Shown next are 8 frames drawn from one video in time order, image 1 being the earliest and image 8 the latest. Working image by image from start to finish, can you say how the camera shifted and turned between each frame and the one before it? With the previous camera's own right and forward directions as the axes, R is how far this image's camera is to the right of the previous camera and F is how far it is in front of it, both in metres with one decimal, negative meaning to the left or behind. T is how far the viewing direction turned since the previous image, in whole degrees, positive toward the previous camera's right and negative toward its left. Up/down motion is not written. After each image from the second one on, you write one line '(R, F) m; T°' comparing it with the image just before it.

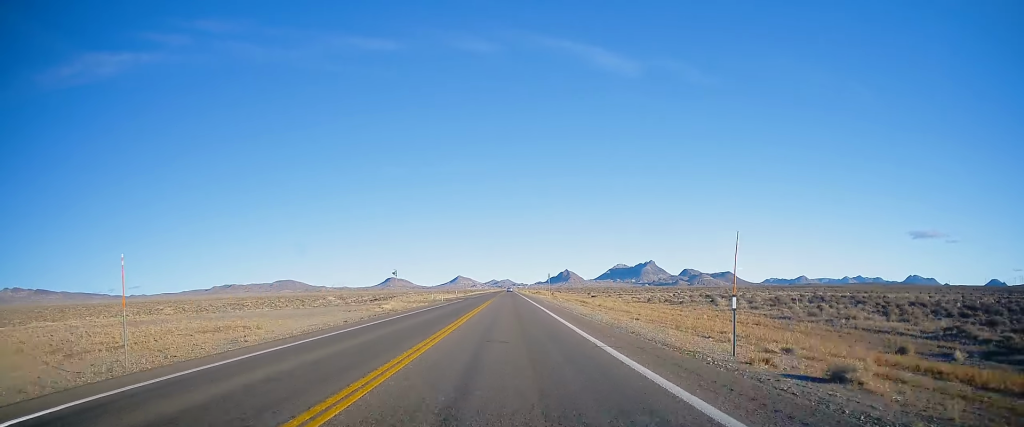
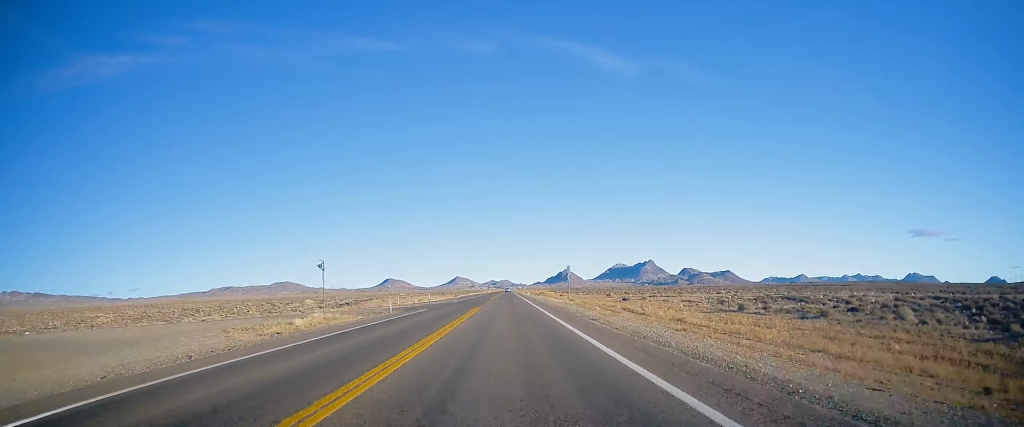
(+0.4, +28.8) m; 0°
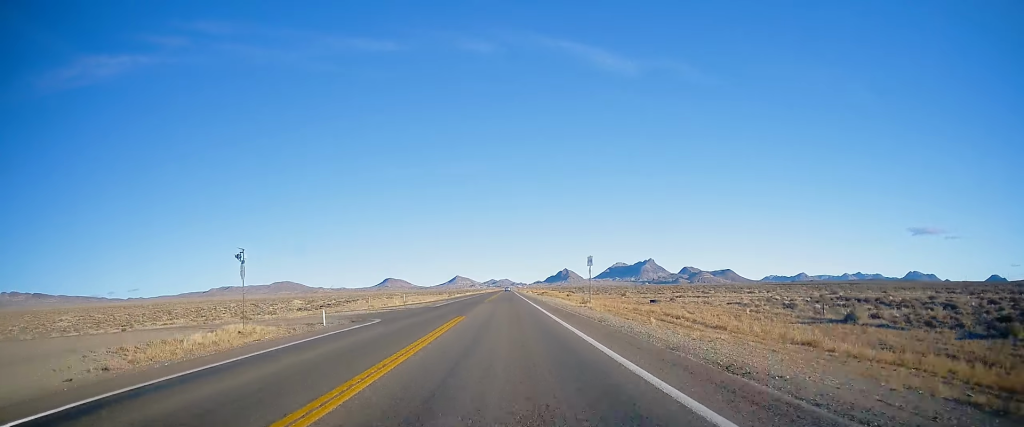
(-0.2, +14.5) m; 0°
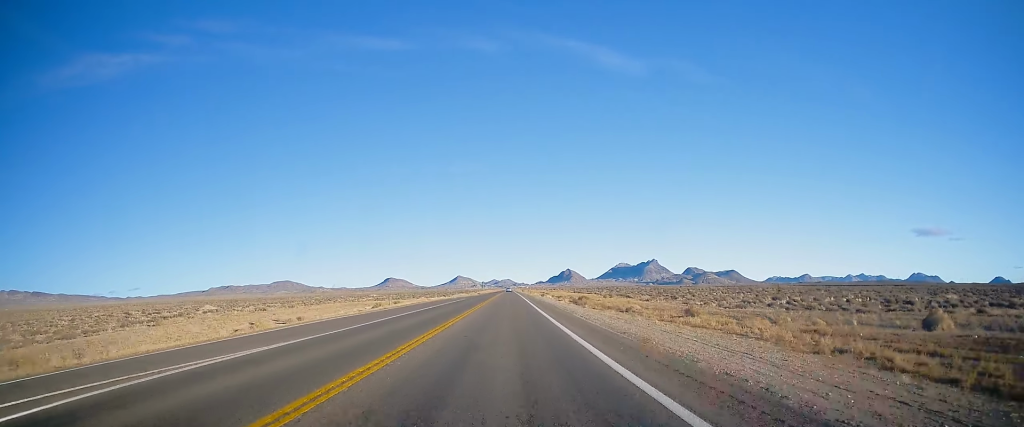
(-0.2, +71.9) m; 0°
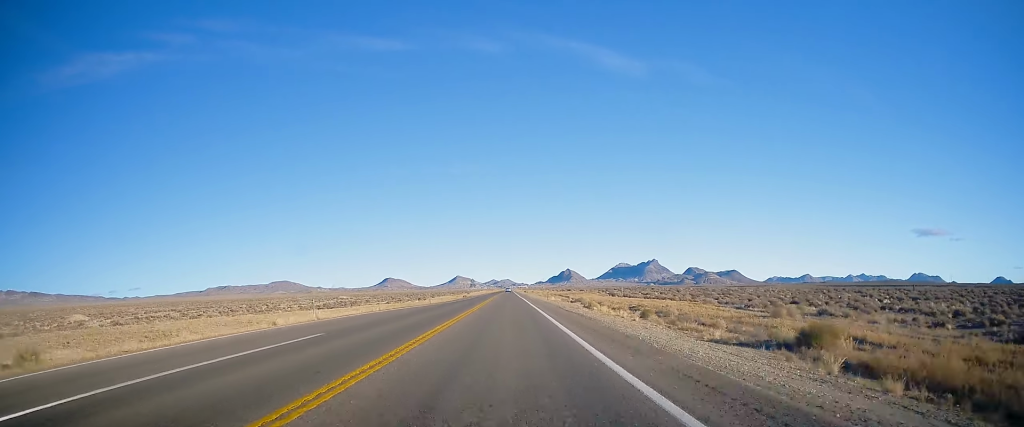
(-0.5, +55.5) m; -1°
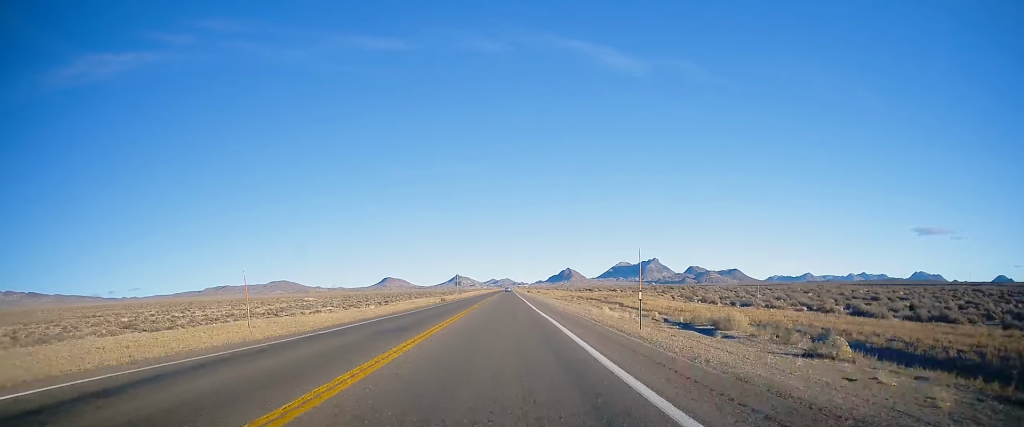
(+0.4, +43.4) m; +1°
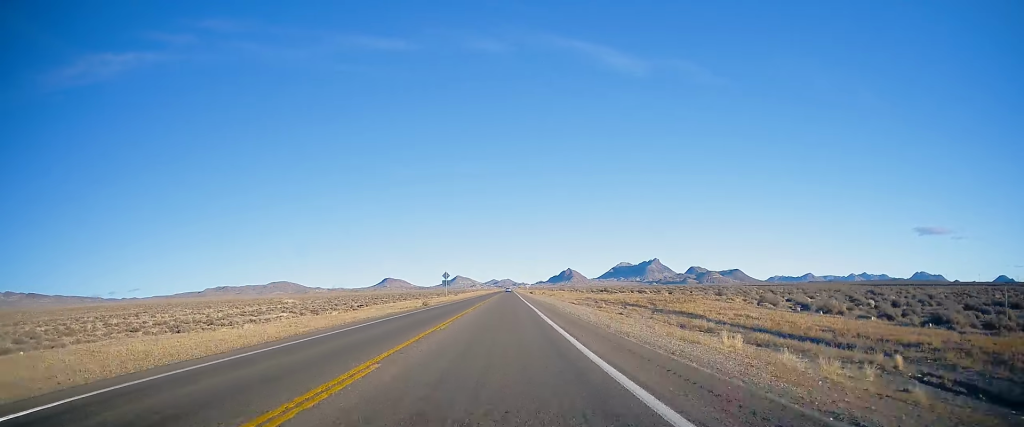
(+0.2, +20.1) m; 0°
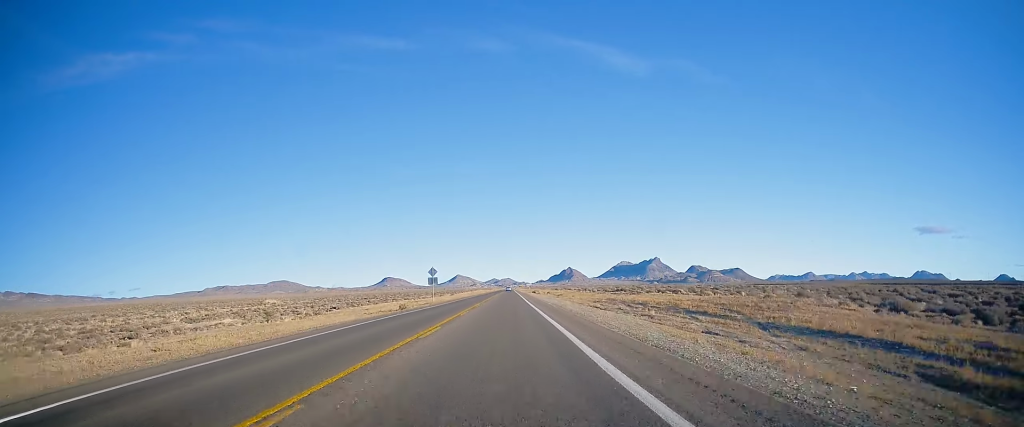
(-0.2, +15.7) m; 0°
